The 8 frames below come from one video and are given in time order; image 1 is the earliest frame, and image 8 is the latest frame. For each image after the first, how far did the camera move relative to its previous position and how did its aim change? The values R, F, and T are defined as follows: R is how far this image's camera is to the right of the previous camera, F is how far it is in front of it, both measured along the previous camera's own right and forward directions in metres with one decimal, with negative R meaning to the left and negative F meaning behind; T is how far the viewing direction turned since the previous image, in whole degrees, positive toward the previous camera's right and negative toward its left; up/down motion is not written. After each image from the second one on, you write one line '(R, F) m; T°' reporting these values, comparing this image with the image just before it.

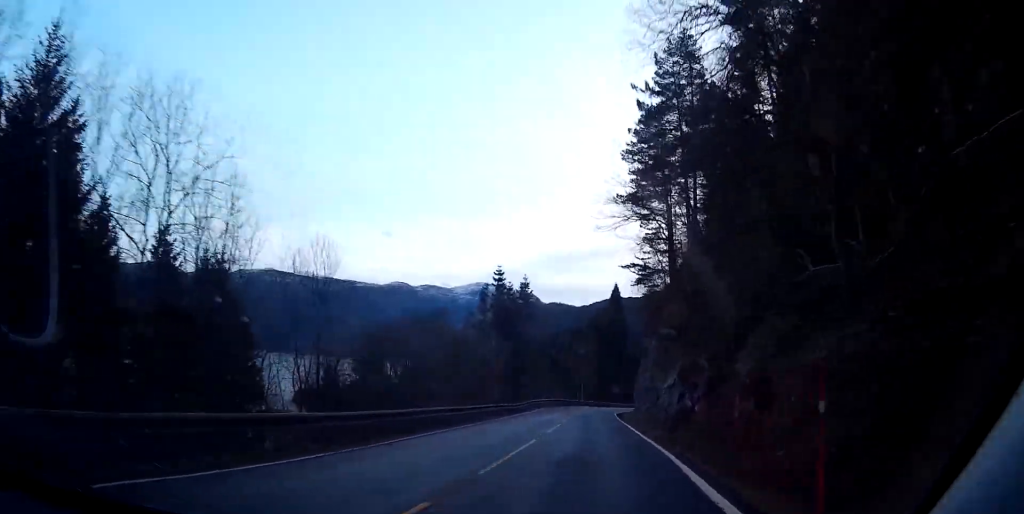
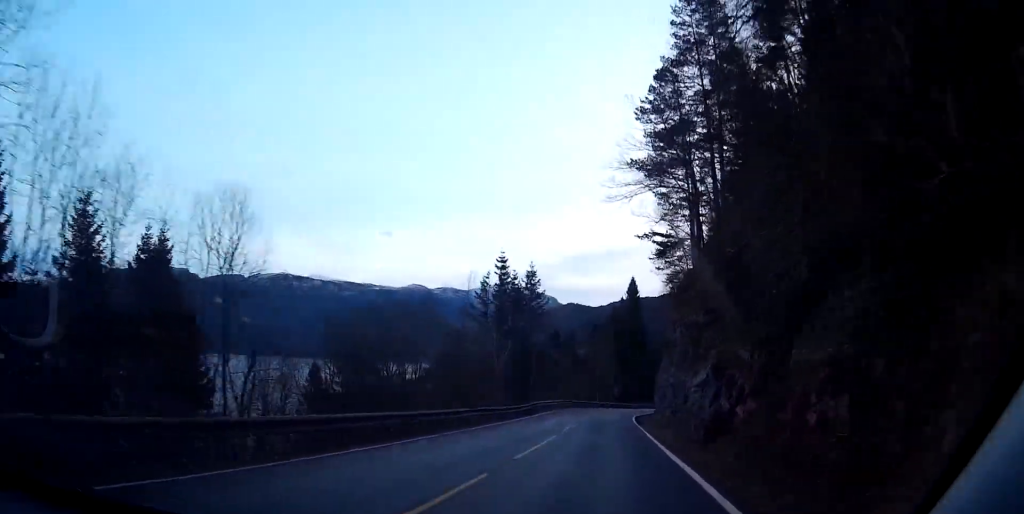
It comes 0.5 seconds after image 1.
(-0.1, +8.7) m; -2°
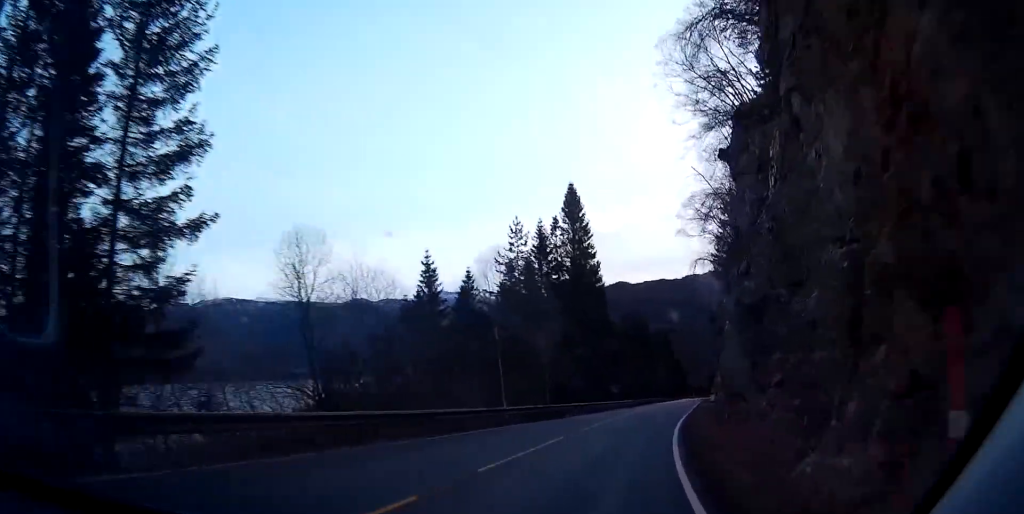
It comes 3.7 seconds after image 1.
(-1.9, +62.1) m; +5°
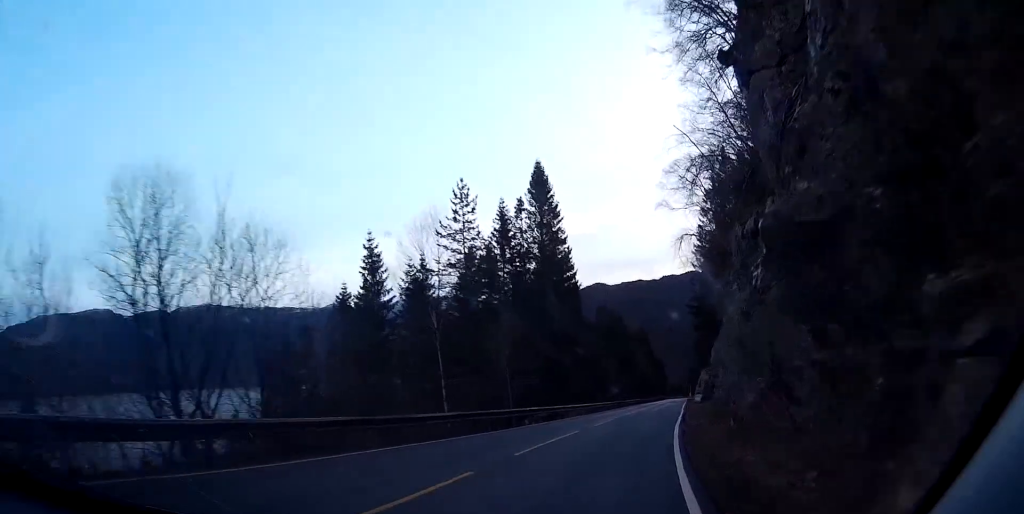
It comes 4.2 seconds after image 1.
(+0.2, +8.8) m; +1°
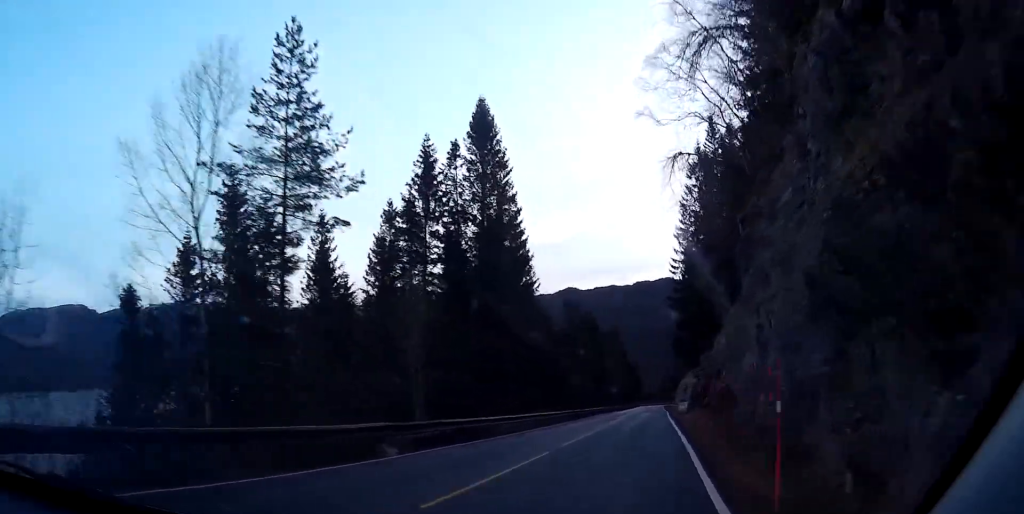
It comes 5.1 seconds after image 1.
(+0.1, +18.0) m; 0°
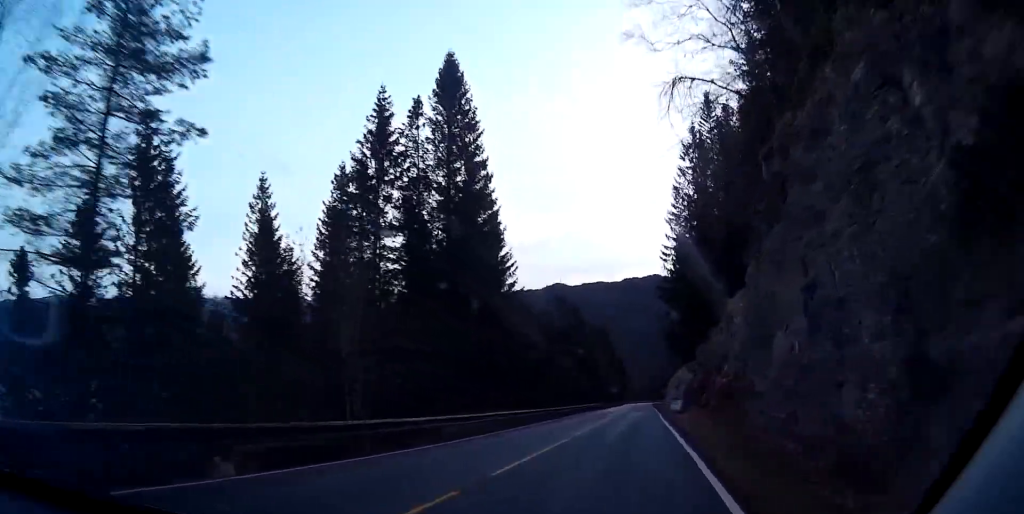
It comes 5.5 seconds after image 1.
(0.0, +8.1) m; -1°
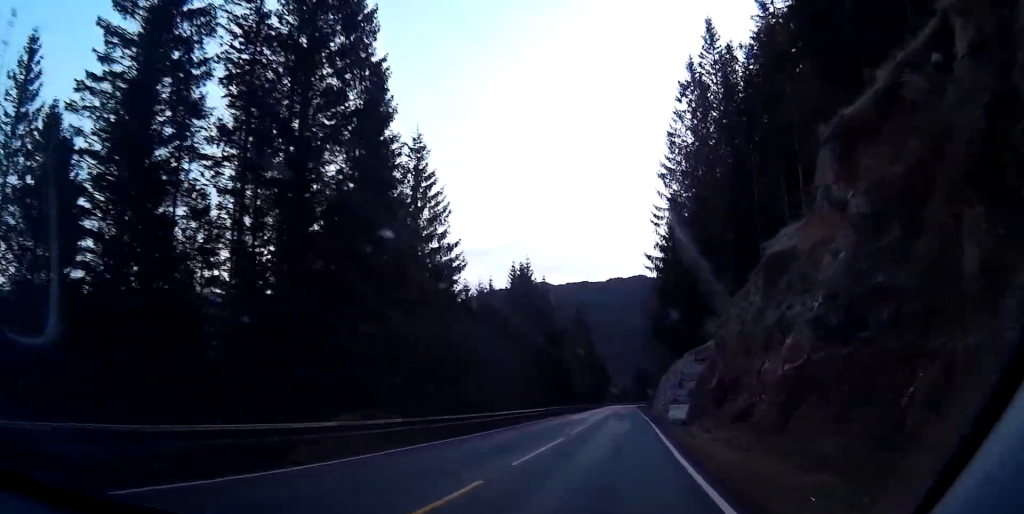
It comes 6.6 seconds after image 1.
(-0.3, +22.4) m; -2°
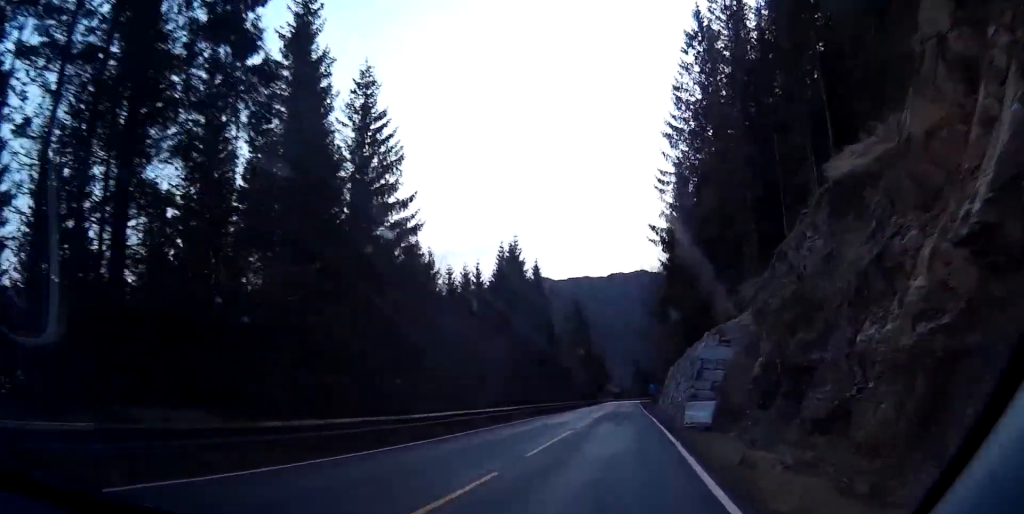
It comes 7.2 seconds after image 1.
(-0.1, +11.6) m; -1°
